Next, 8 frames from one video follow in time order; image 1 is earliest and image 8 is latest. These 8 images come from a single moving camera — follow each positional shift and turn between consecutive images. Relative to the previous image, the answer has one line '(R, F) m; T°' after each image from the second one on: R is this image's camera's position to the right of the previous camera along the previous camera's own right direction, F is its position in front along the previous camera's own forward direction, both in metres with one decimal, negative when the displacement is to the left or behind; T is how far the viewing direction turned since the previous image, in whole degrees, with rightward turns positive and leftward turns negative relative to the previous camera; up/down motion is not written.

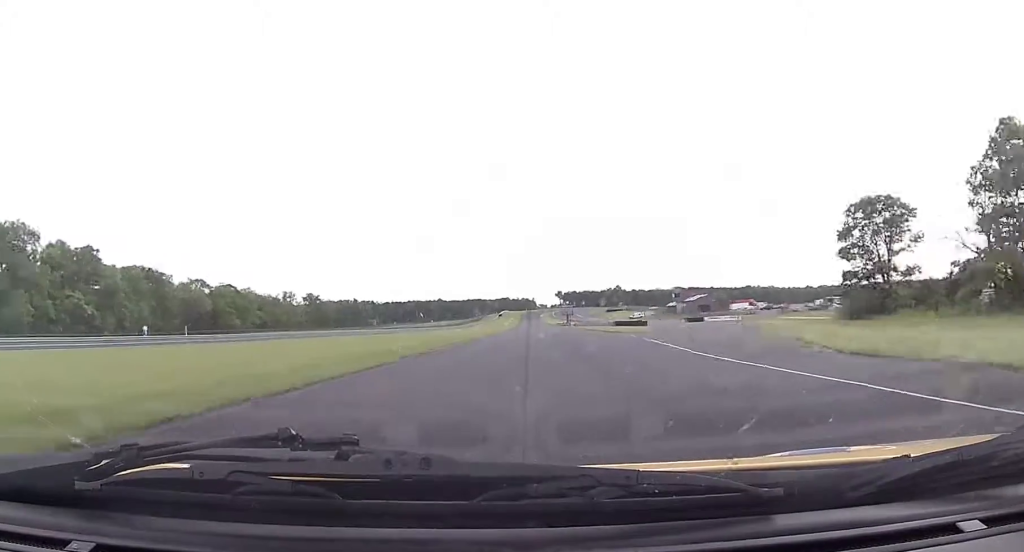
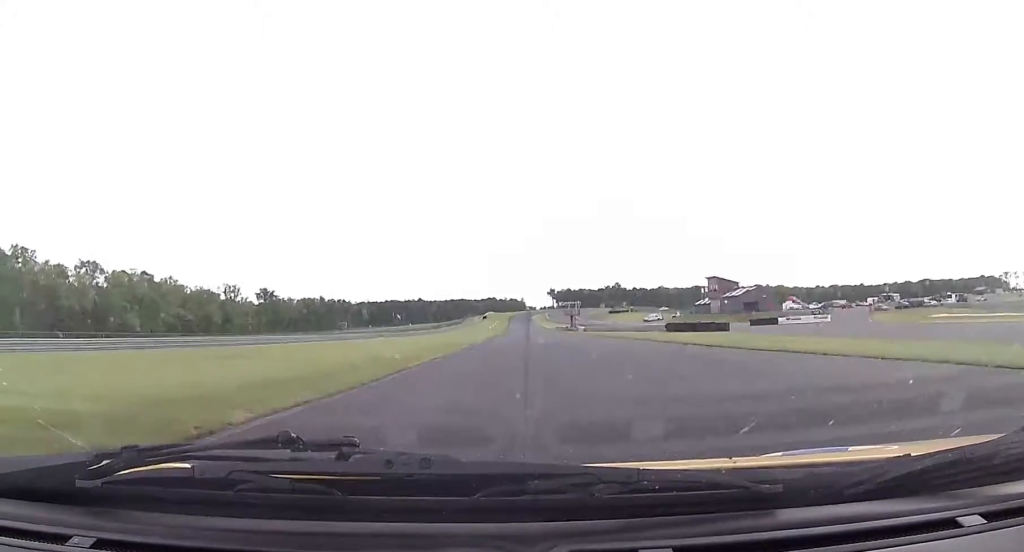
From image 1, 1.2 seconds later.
(+0.5, +59.0) m; +1°
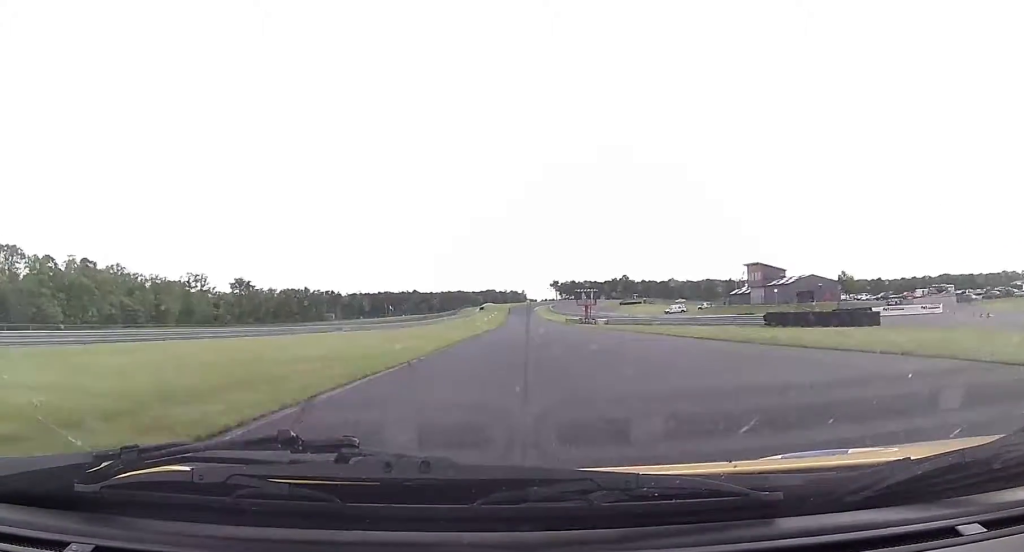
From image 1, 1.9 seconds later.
(+0.2, +33.9) m; 0°
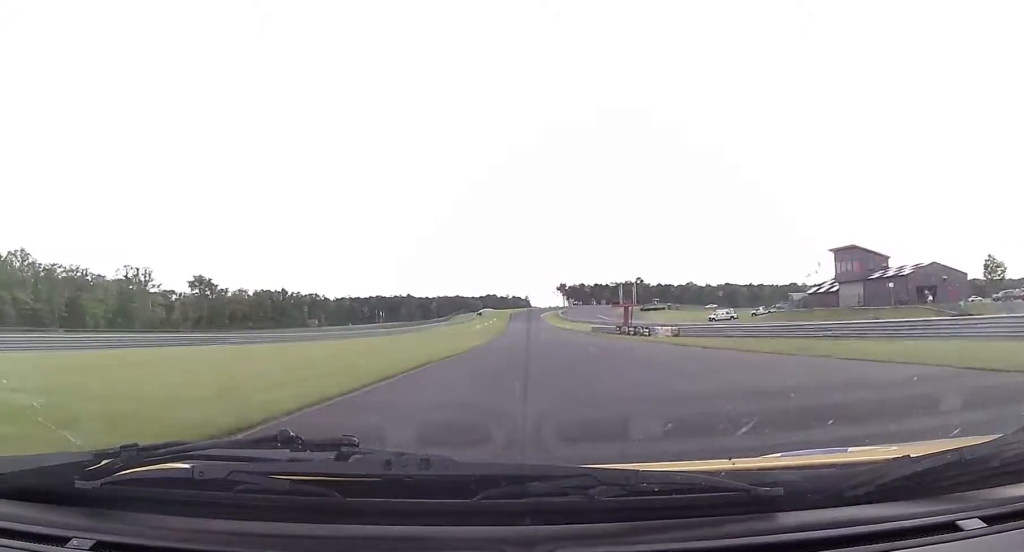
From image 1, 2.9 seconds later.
(-0.2, +45.5) m; -1°
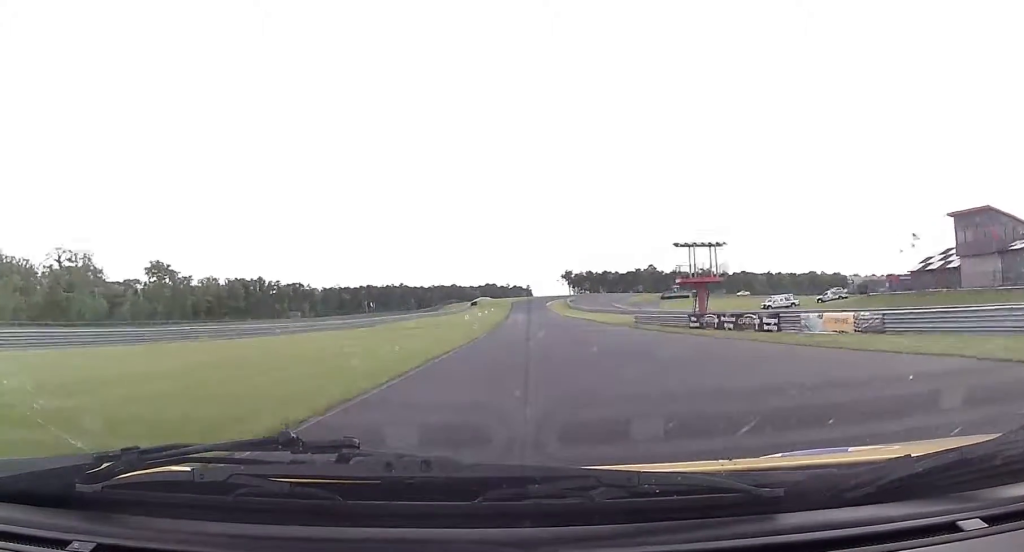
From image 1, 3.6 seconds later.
(-0.2, +36.1) m; 0°
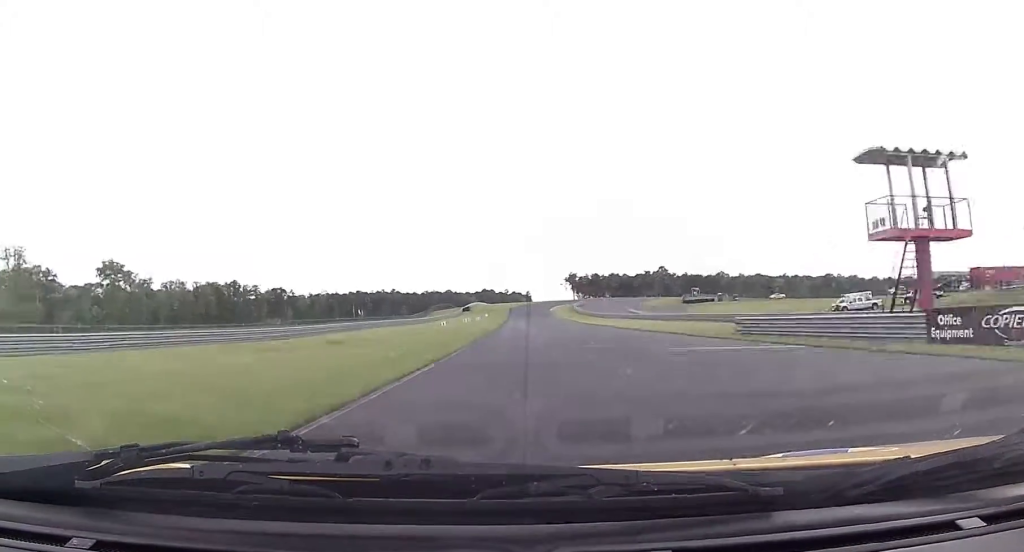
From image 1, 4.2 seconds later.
(-0.2, +31.3) m; 0°
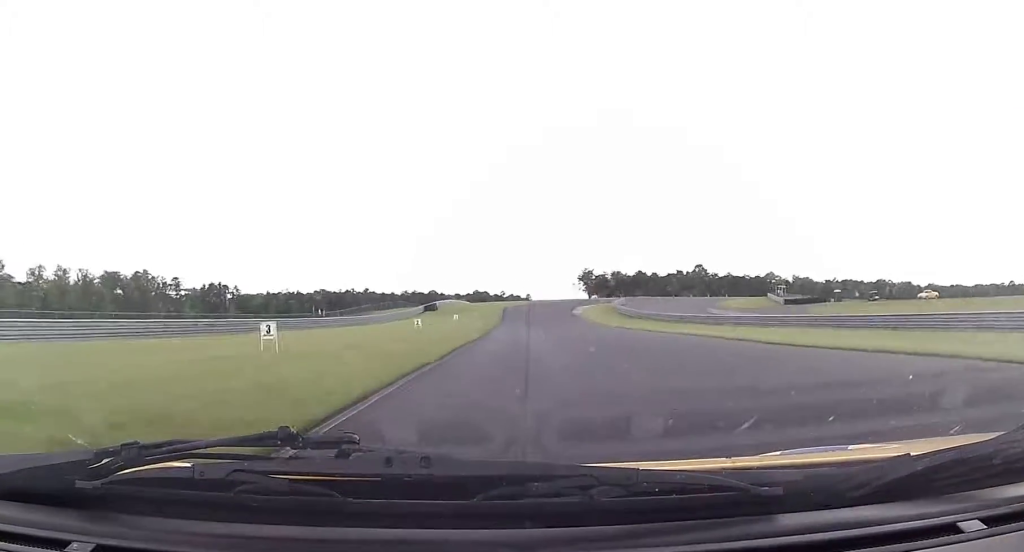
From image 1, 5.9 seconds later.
(+0.8, +83.0) m; 0°
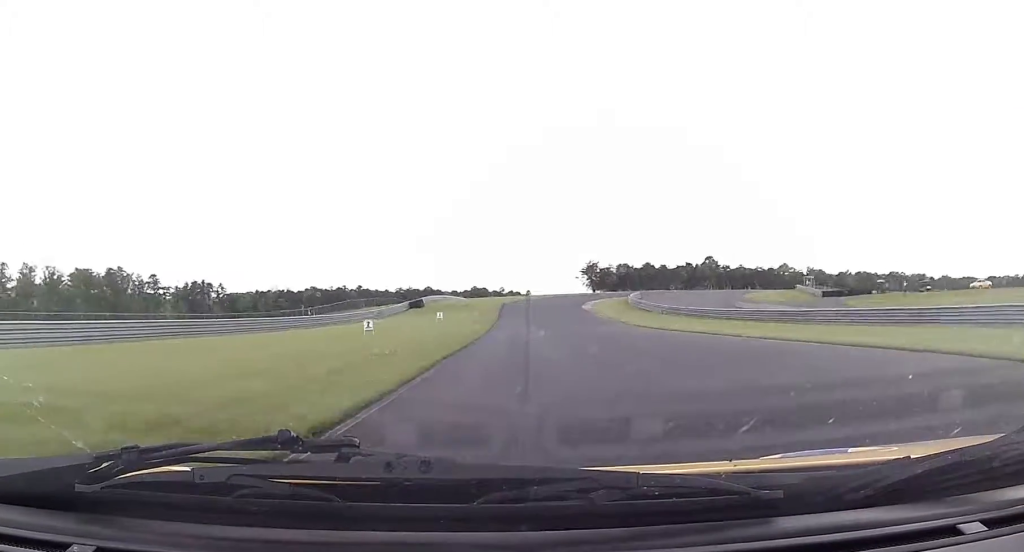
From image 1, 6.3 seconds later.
(0.0, +18.1) m; 0°
